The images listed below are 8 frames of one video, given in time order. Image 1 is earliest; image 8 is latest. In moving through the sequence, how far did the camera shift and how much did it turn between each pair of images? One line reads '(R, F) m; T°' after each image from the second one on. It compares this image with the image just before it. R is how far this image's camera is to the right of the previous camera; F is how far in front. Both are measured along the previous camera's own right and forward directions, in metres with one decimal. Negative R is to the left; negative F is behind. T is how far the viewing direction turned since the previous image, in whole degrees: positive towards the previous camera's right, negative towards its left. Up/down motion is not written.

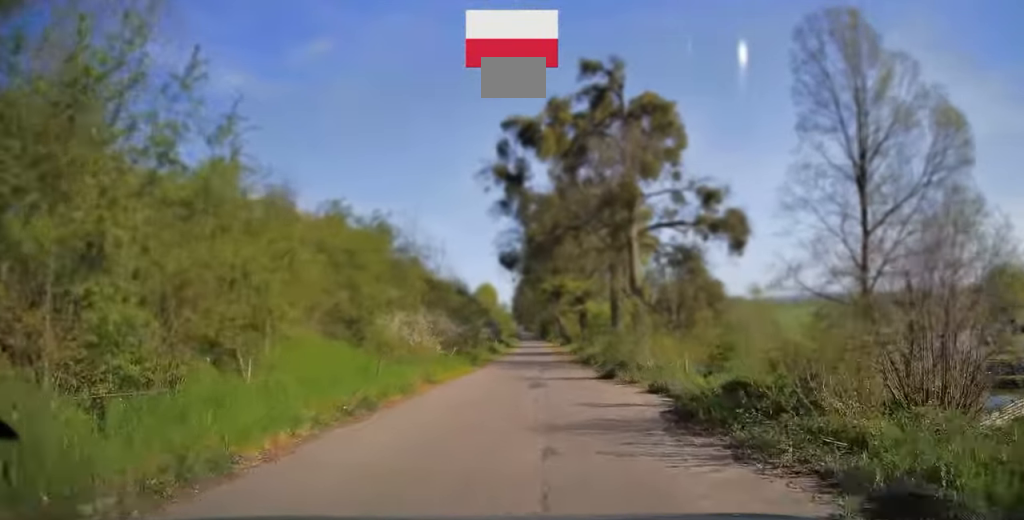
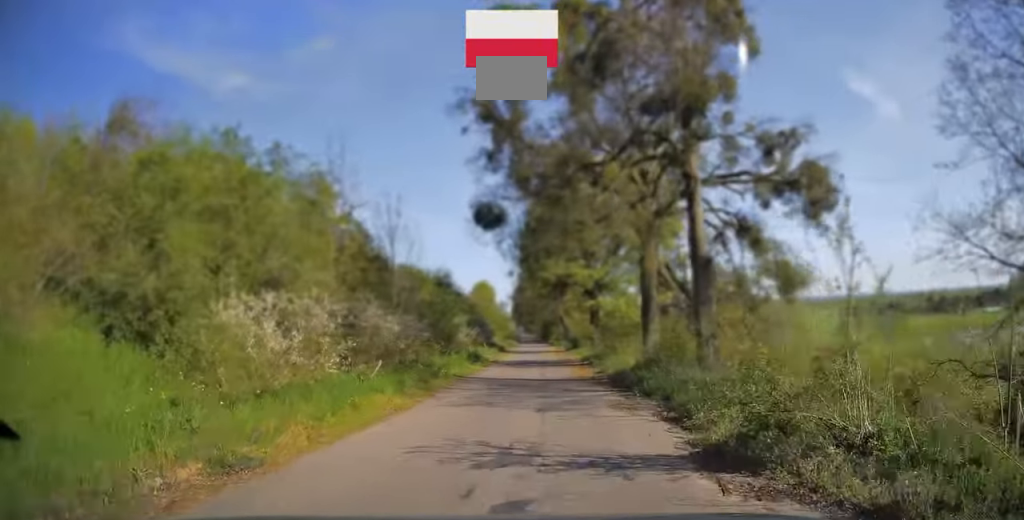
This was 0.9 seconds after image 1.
(-0.3, +11.6) m; 0°
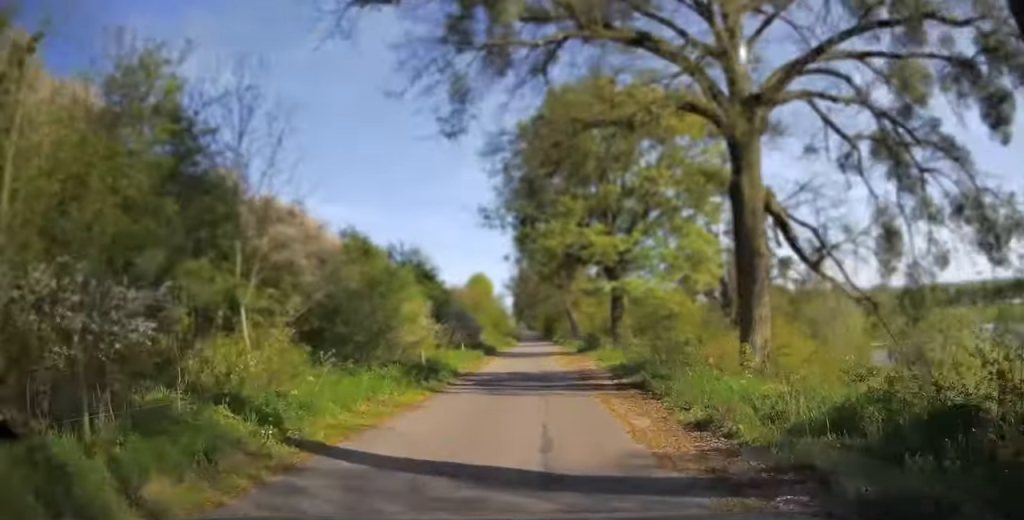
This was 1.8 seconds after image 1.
(+0.2, +13.3) m; +1°
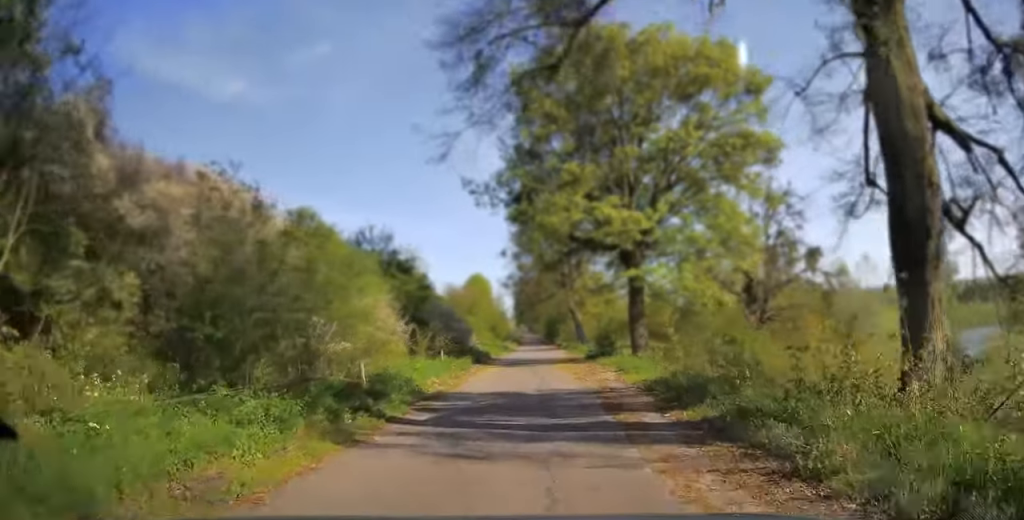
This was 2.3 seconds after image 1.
(0.0, +6.7) m; 0°
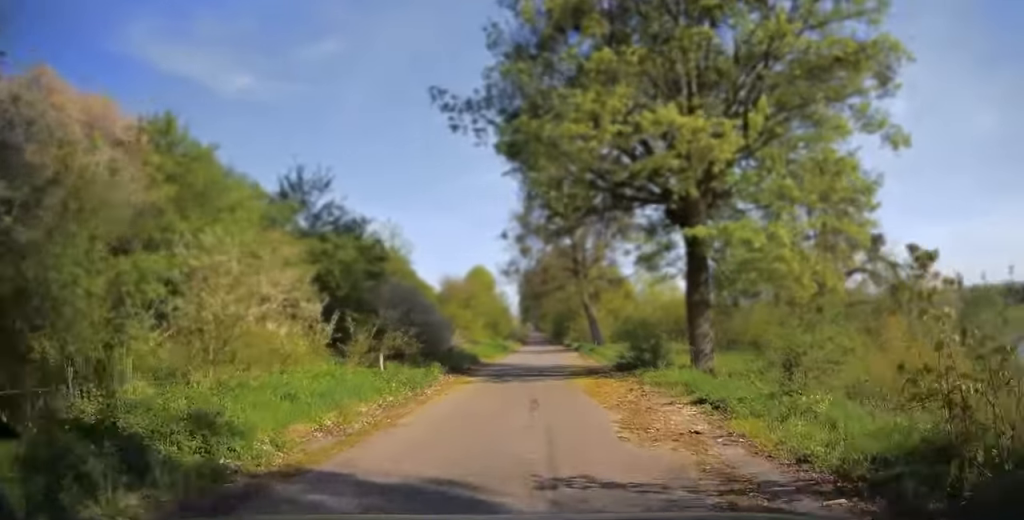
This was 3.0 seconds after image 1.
(0.0, +10.0) m; 0°
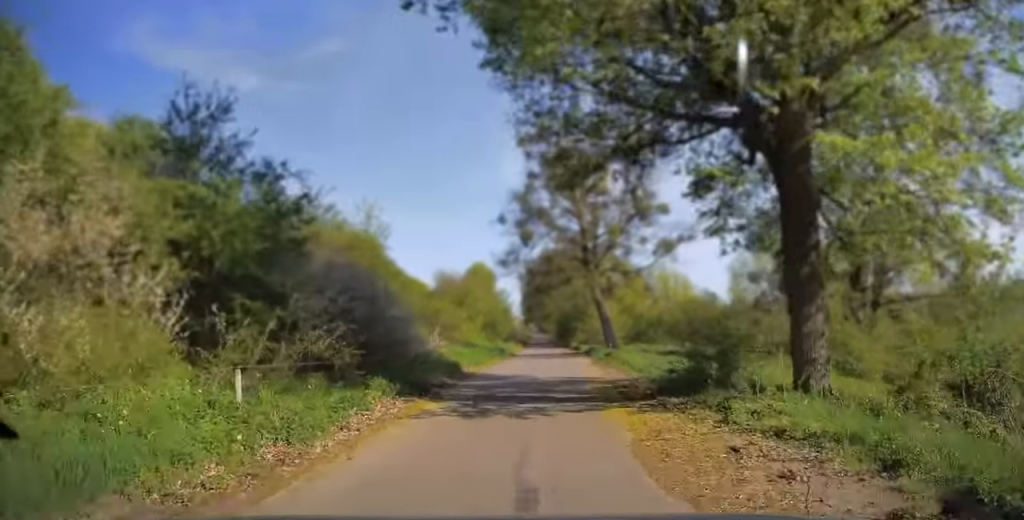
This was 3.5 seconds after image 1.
(0.0, +7.2) m; 0°
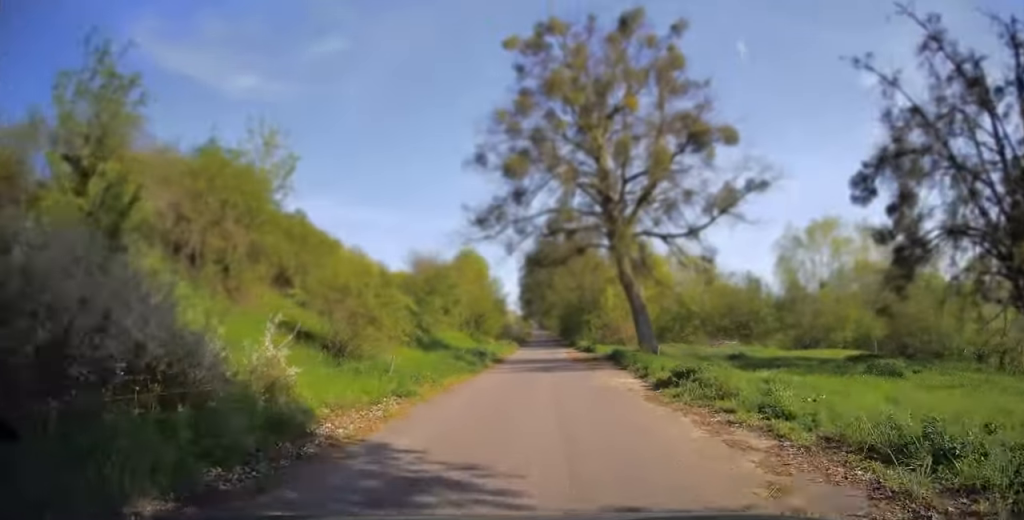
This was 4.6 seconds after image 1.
(-0.1, +14.5) m; 0°
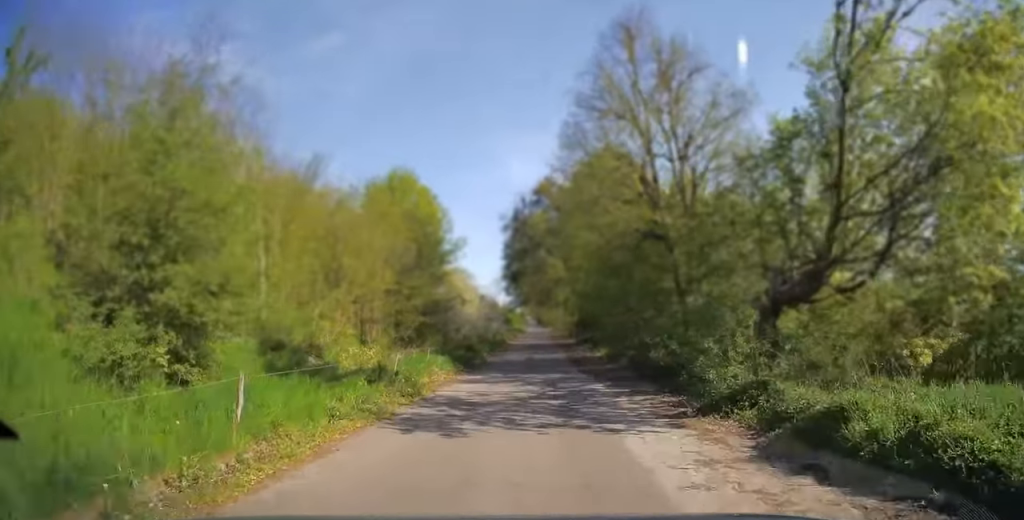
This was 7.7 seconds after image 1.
(0.0, +45.1) m; -1°
